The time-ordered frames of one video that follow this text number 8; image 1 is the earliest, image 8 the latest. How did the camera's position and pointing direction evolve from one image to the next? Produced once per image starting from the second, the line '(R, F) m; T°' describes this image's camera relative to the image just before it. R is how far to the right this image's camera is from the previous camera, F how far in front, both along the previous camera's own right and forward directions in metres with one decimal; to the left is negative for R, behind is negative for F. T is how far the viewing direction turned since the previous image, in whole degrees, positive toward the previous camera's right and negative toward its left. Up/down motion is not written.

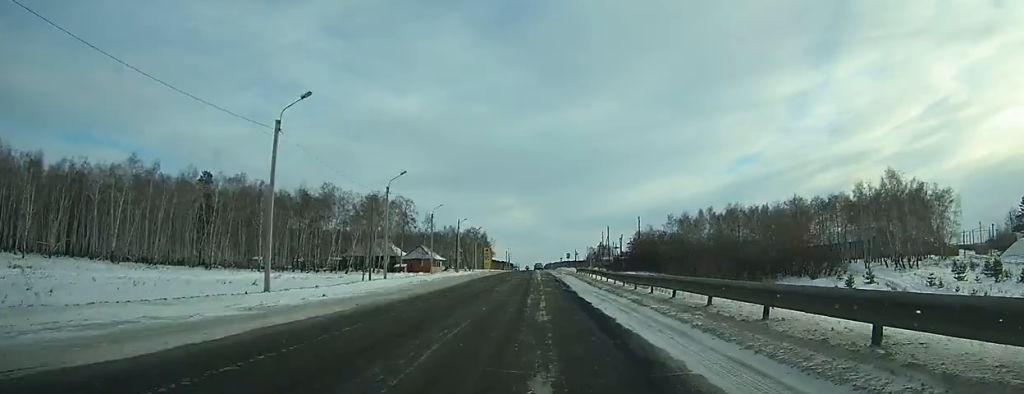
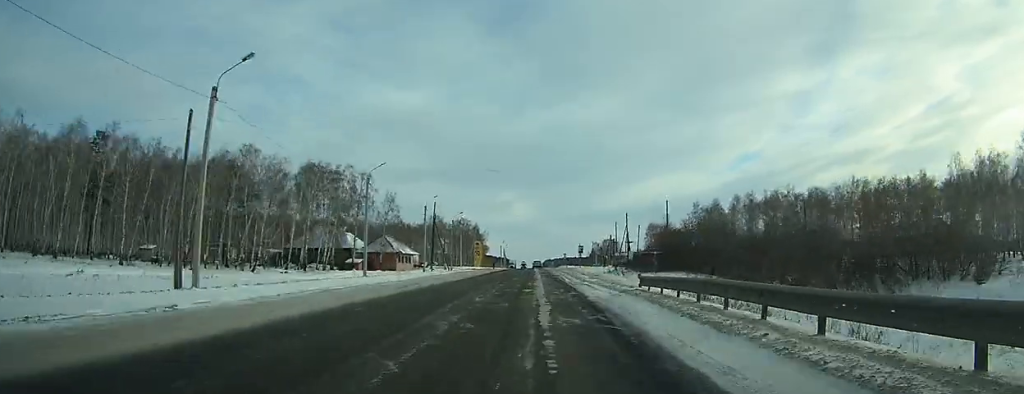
(-0.1, +33.8) m; 0°
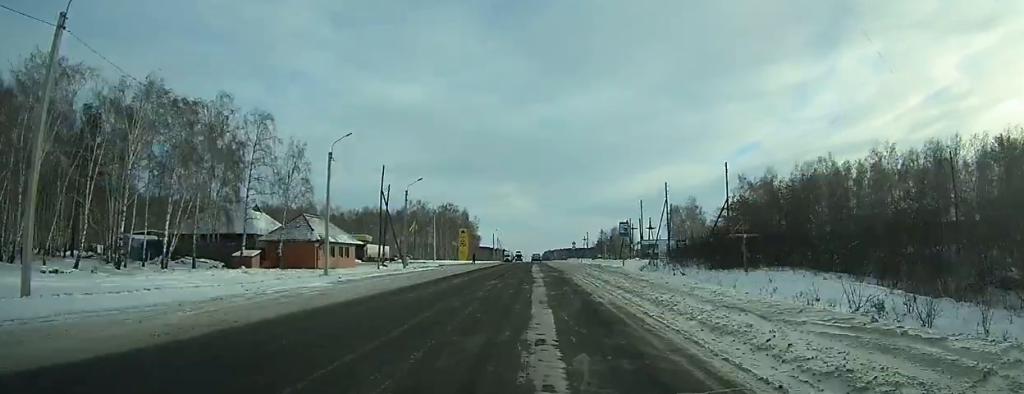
(-0.1, +39.9) m; 0°
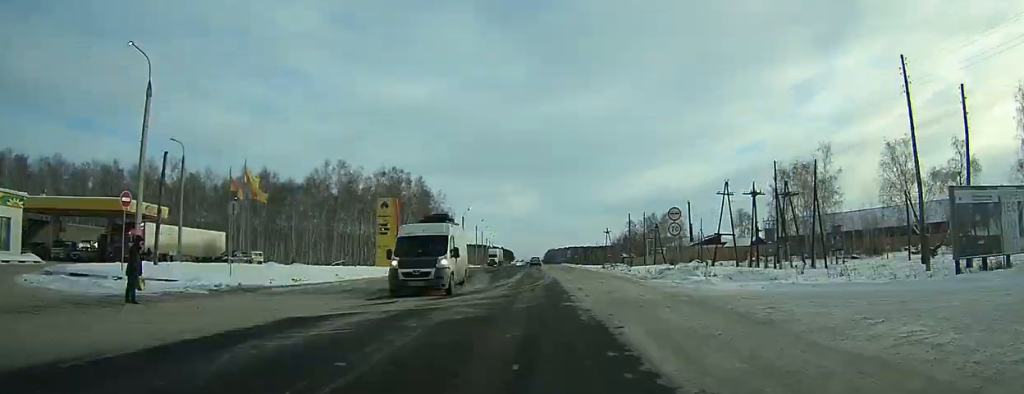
(+0.1, +80.8) m; 0°
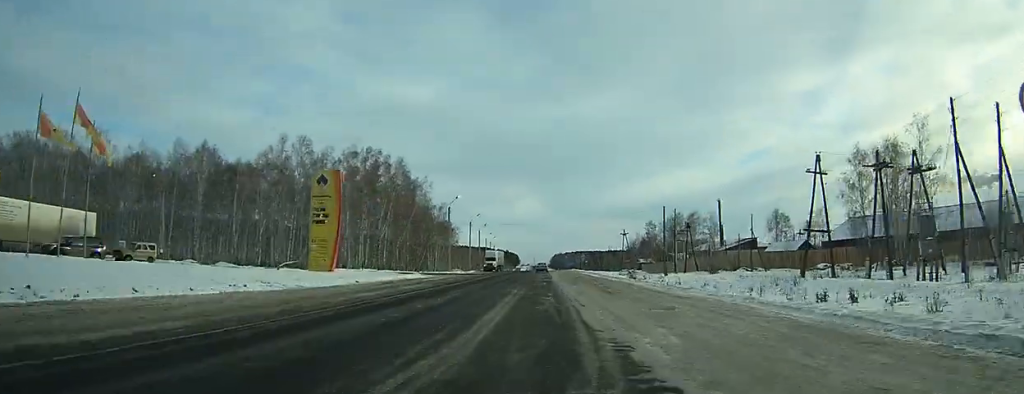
(0.0, +22.2) m; 0°
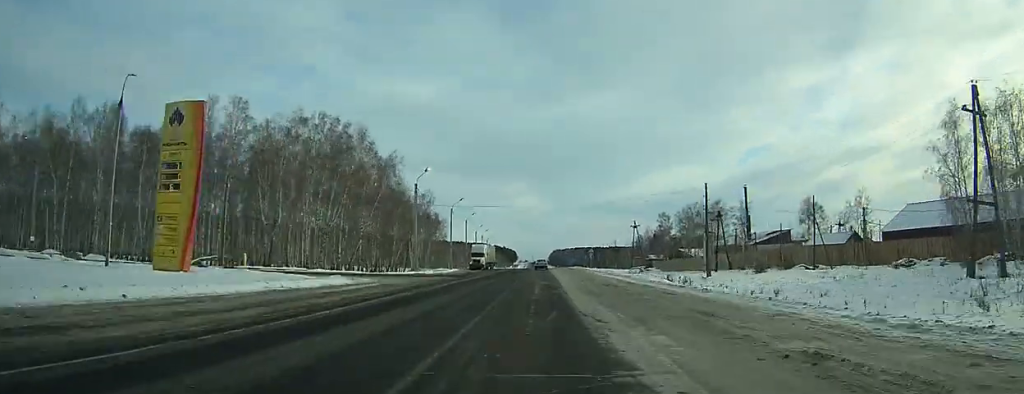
(0.0, +21.8) m; 0°
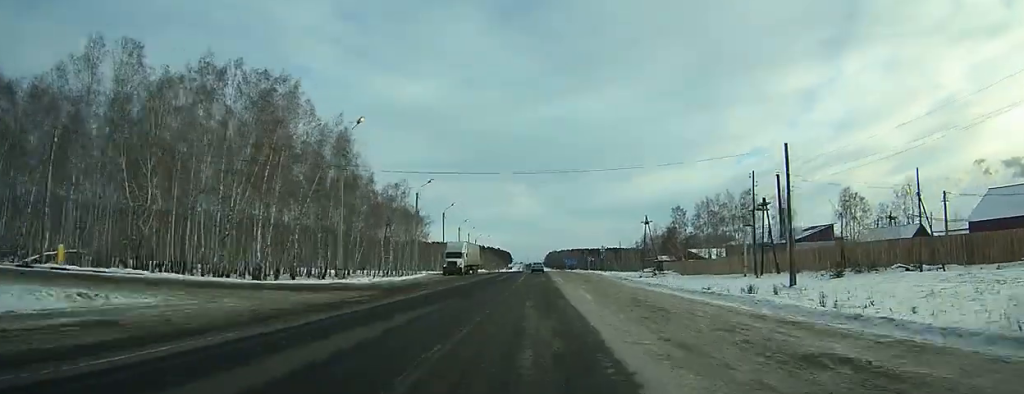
(0.0, +22.3) m; 0°
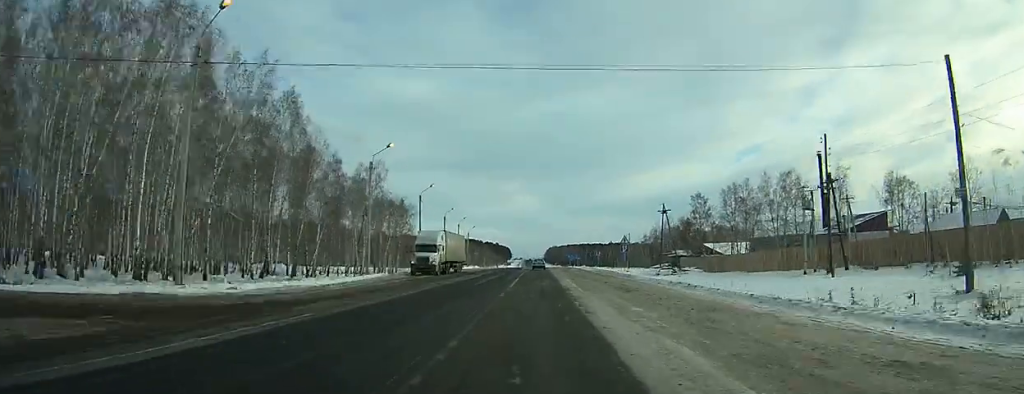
(0.0, +19.8) m; 0°
